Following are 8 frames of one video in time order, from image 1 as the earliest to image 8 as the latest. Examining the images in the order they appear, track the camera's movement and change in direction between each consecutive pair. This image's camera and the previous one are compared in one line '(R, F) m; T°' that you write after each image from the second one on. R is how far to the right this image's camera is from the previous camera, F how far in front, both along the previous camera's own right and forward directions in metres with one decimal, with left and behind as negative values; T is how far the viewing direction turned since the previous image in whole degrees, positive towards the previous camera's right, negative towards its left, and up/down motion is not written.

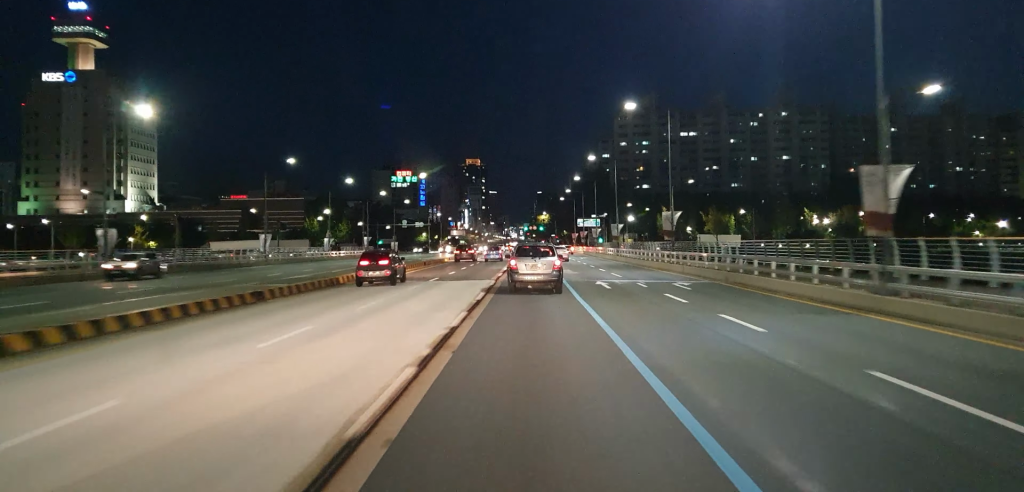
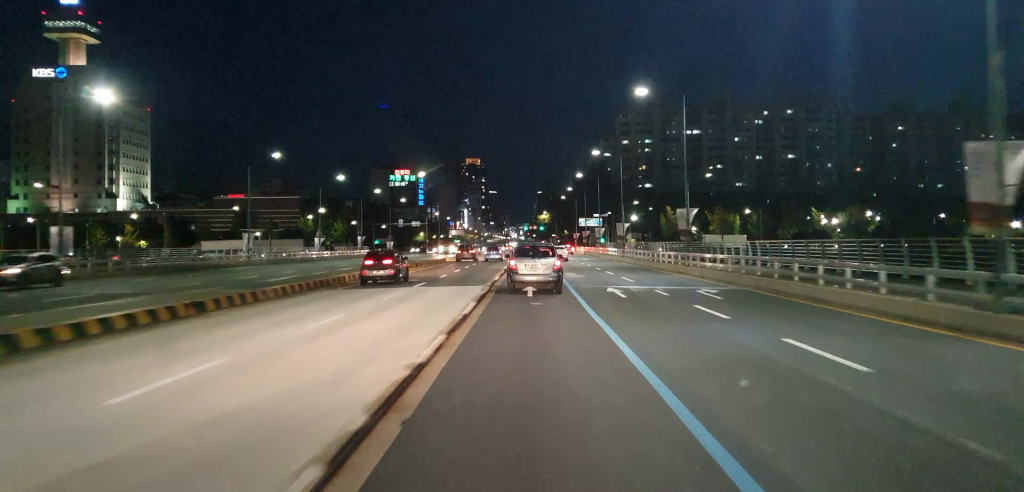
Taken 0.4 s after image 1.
(0.0, +5.1) m; 0°
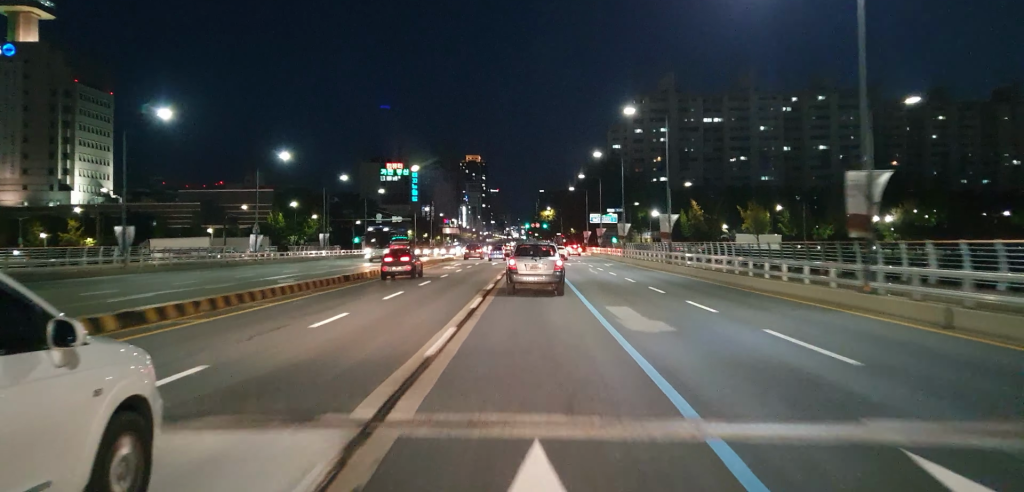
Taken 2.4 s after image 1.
(+0.7, +23.0) m; +2°
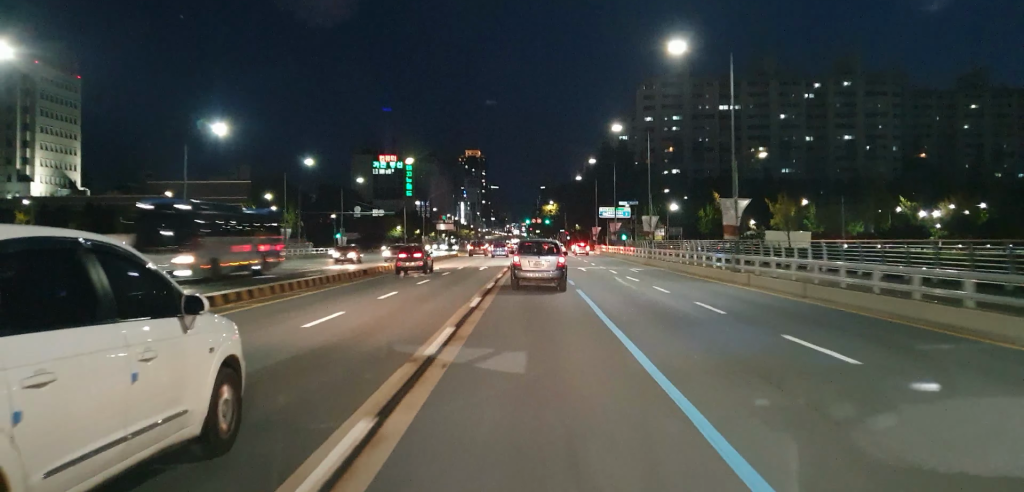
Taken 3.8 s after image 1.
(-0.4, +16.5) m; -2°
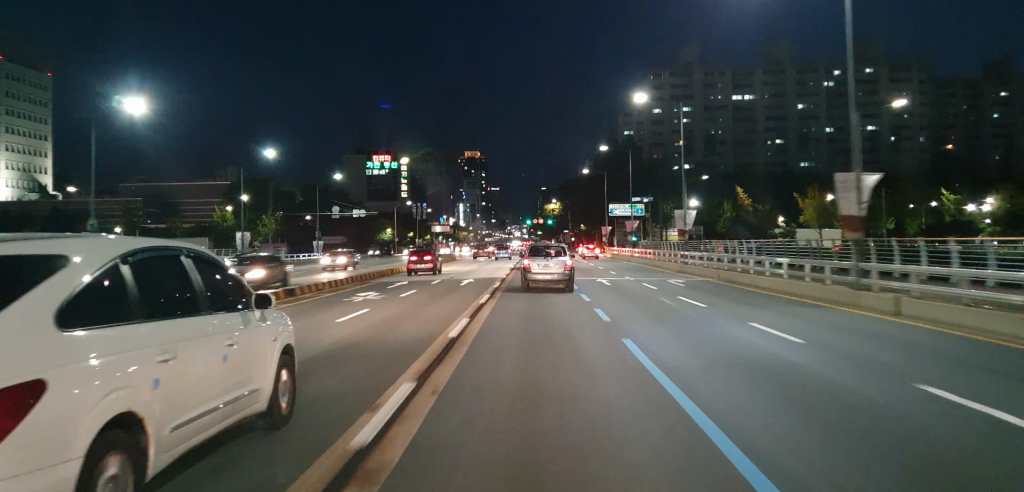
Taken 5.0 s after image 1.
(0.0, +12.8) m; 0°
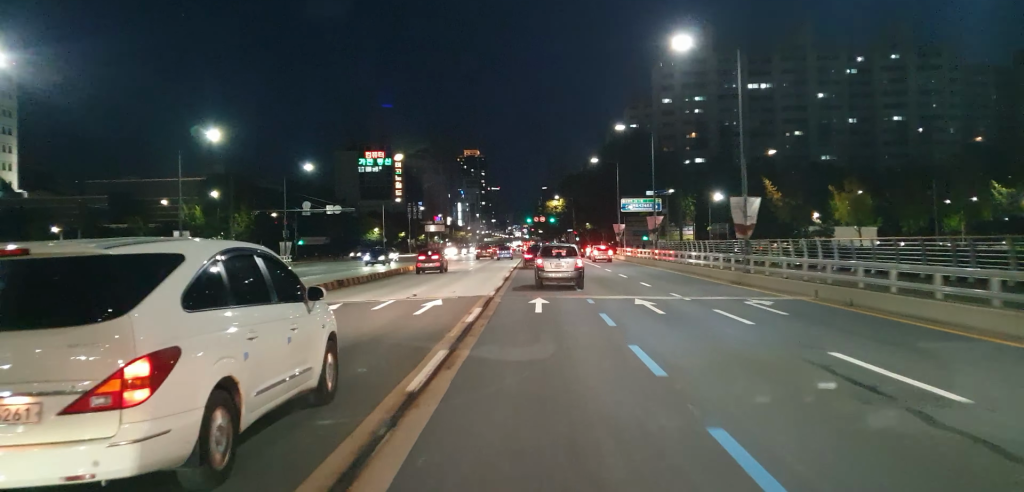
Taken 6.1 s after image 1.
(0.0, +12.8) m; 0°
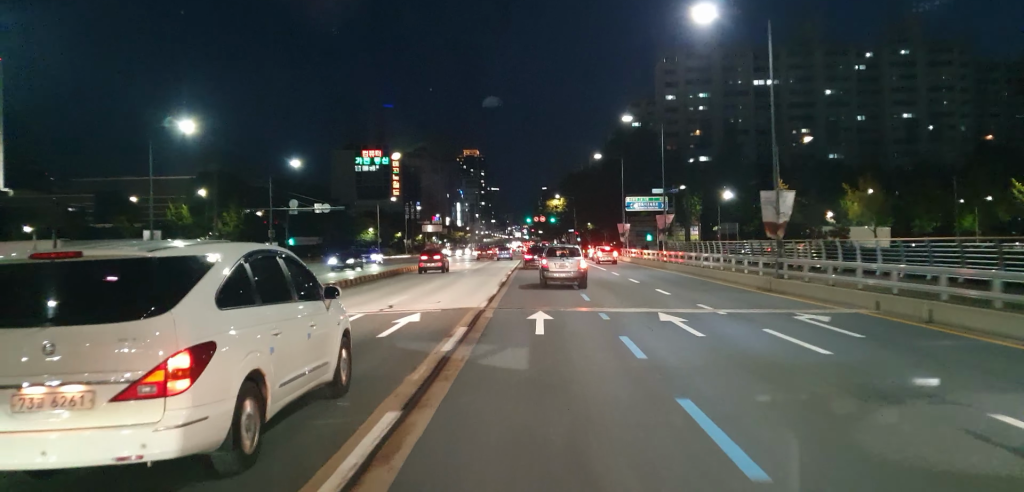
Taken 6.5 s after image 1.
(0.0, +4.5) m; 0°
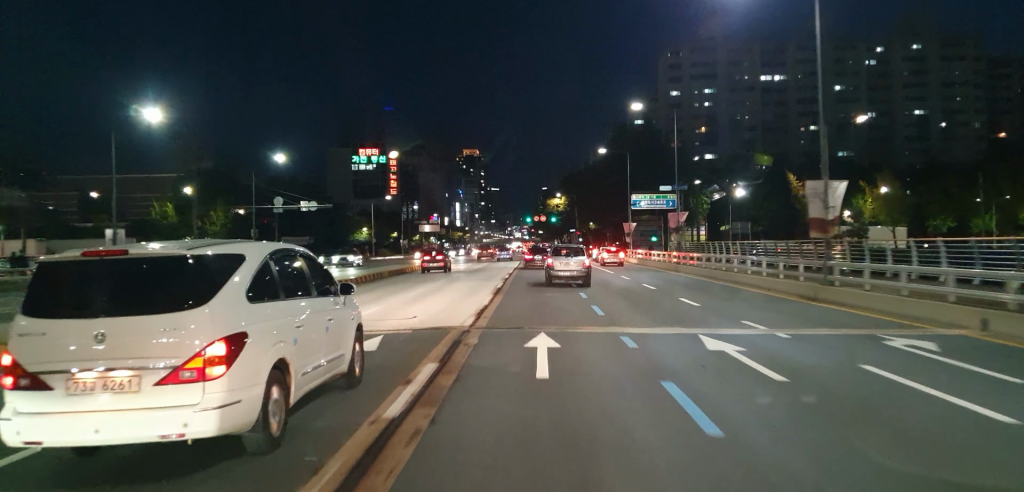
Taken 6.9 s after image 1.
(0.0, +4.9) m; 0°
